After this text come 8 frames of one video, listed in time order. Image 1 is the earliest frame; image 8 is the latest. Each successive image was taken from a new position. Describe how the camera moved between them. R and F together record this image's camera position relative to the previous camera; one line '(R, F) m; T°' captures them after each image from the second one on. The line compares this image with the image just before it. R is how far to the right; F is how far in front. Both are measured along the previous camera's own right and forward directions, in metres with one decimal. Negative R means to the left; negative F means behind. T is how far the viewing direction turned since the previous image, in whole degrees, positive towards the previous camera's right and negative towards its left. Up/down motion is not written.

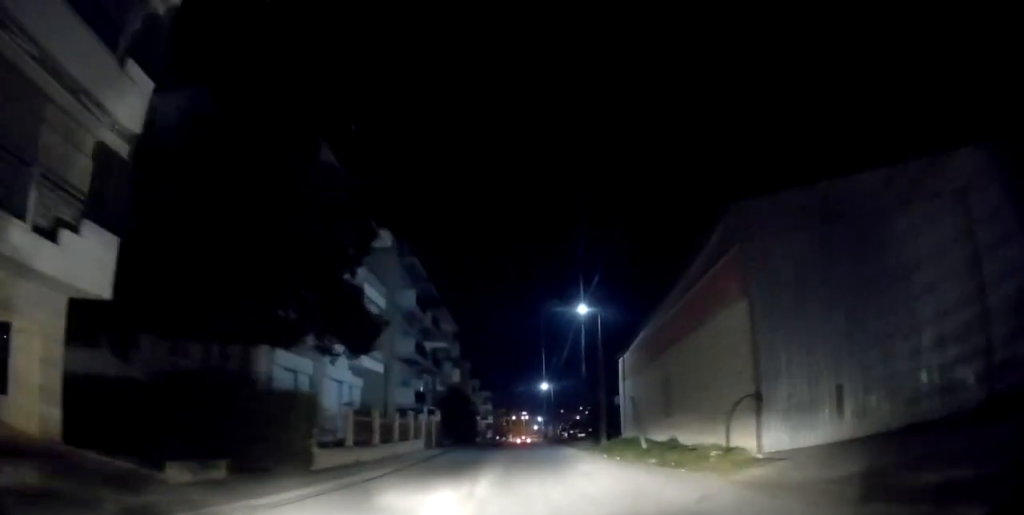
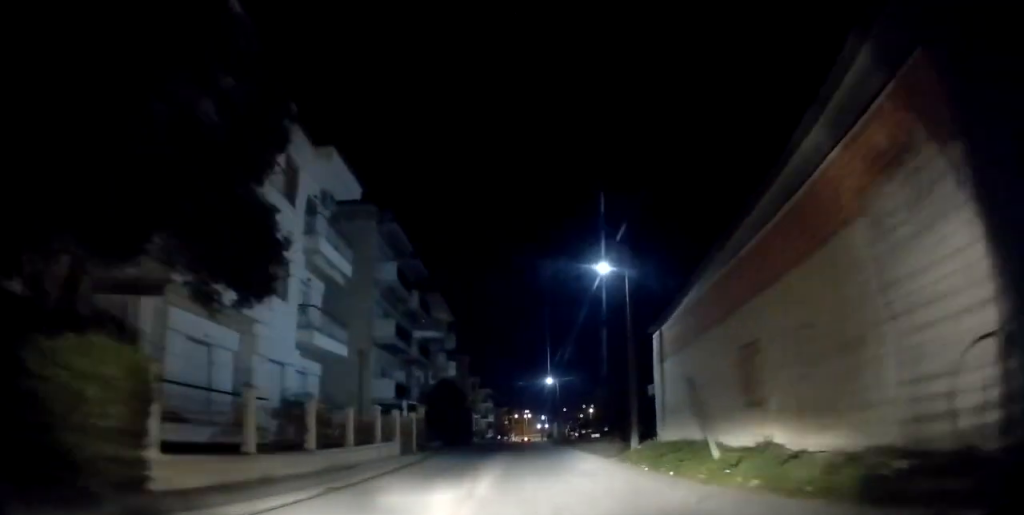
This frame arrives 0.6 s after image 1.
(-0.1, +6.1) m; -1°
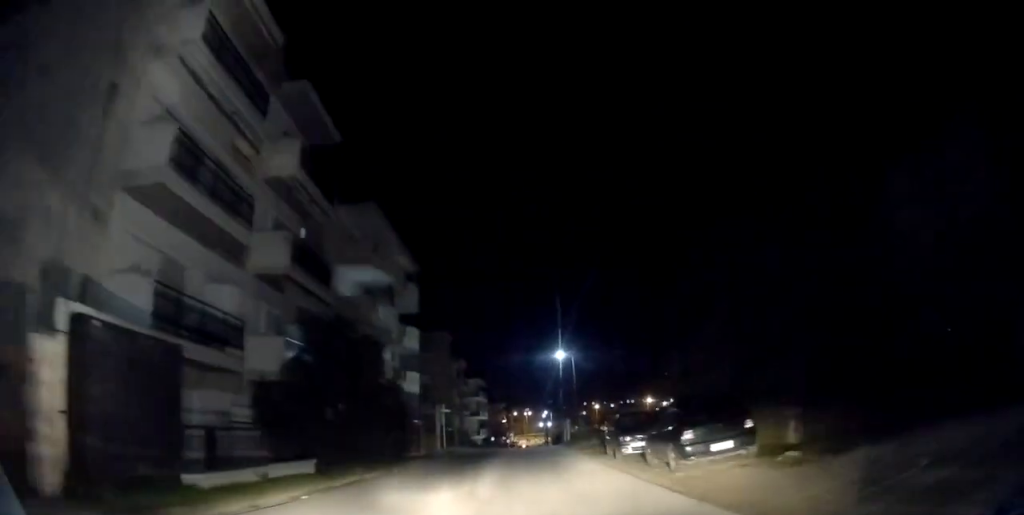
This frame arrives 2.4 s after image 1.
(+0.2, +20.3) m; +2°
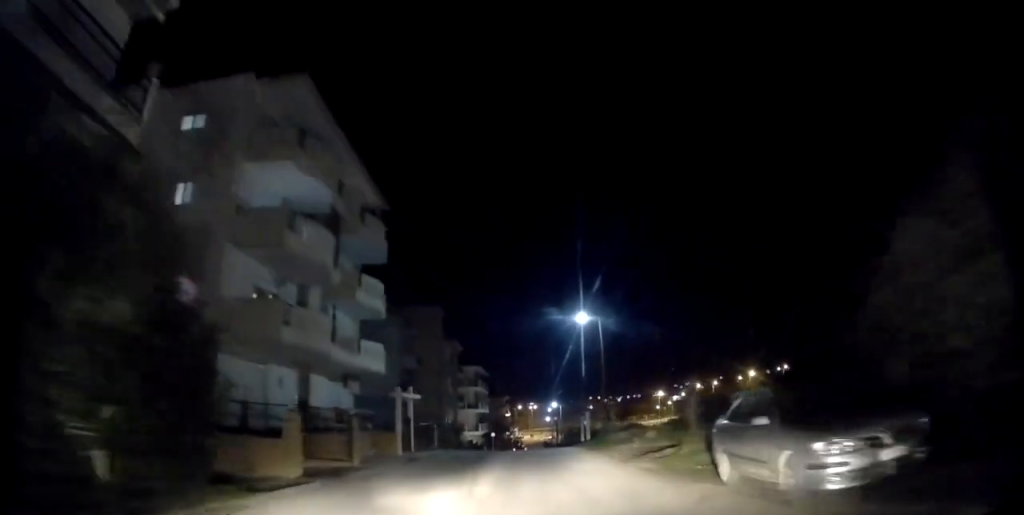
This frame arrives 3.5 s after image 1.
(-0.1, +11.8) m; 0°
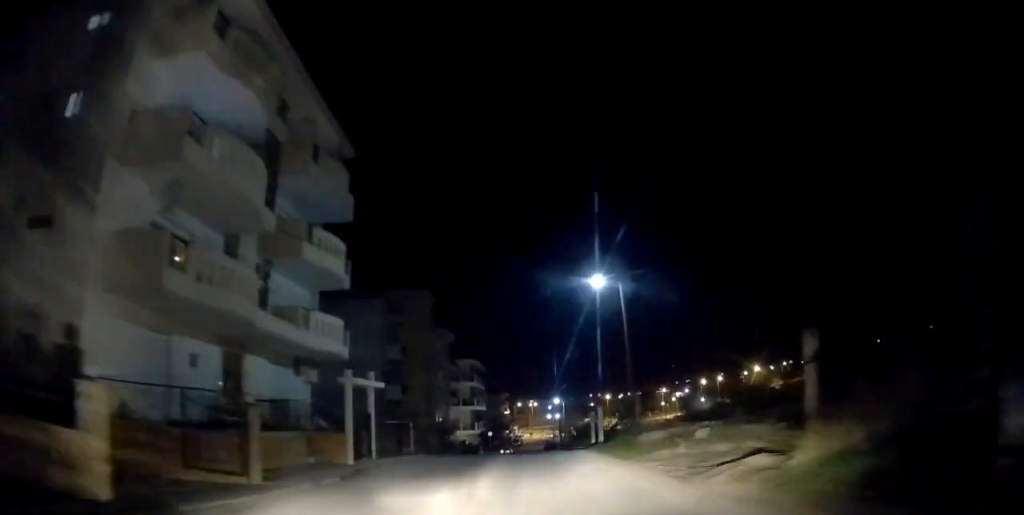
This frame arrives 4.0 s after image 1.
(0.0, +6.4) m; 0°
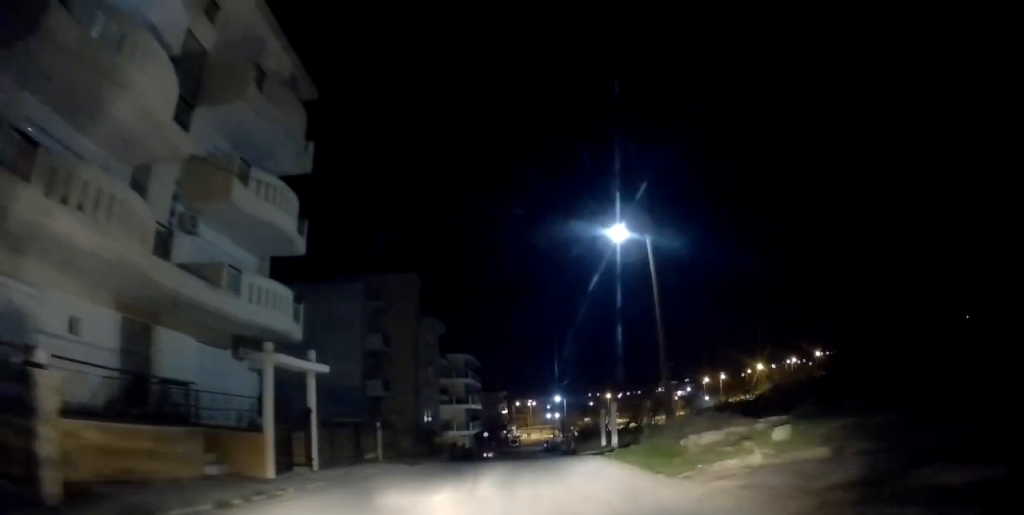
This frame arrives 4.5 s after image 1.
(0.0, +5.2) m; 0°
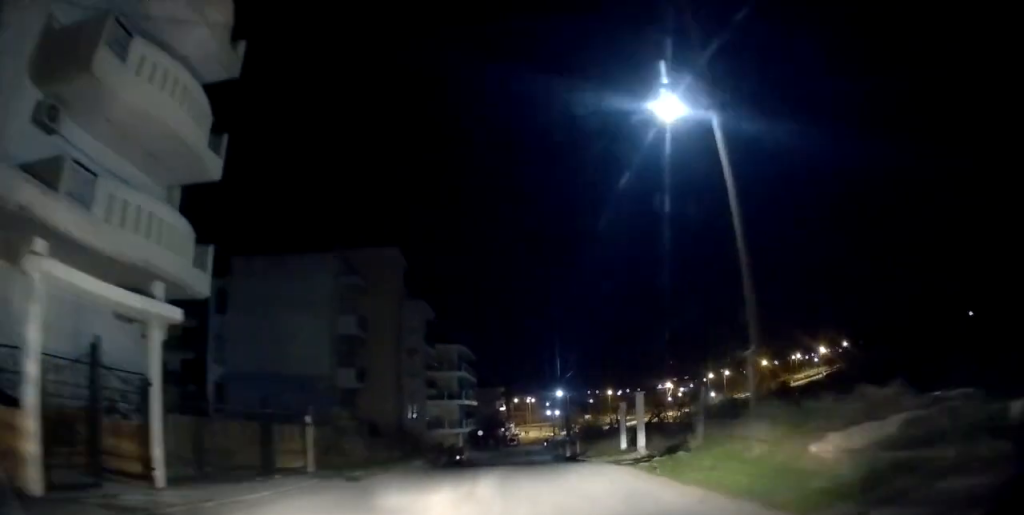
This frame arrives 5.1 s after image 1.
(0.0, +6.2) m; 0°
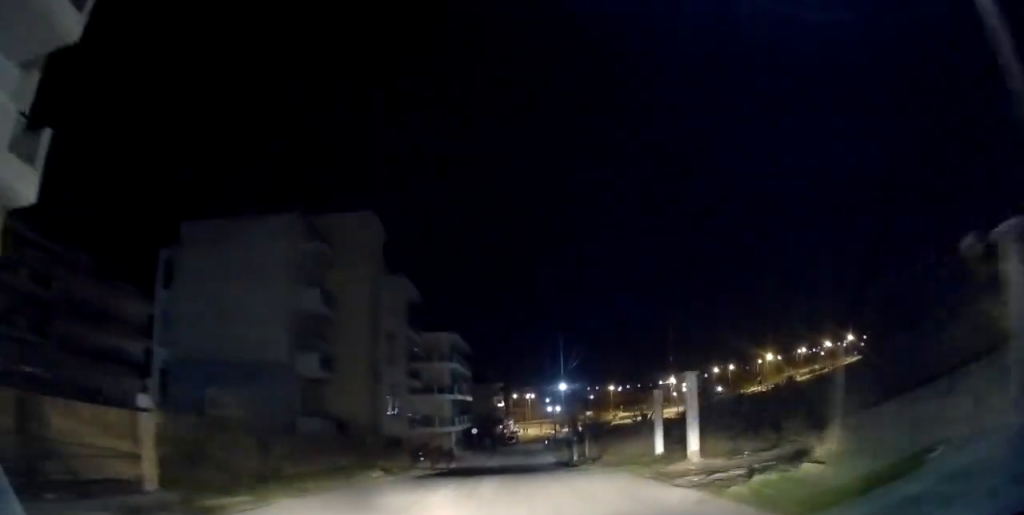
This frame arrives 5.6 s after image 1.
(0.0, +6.2) m; 0°
